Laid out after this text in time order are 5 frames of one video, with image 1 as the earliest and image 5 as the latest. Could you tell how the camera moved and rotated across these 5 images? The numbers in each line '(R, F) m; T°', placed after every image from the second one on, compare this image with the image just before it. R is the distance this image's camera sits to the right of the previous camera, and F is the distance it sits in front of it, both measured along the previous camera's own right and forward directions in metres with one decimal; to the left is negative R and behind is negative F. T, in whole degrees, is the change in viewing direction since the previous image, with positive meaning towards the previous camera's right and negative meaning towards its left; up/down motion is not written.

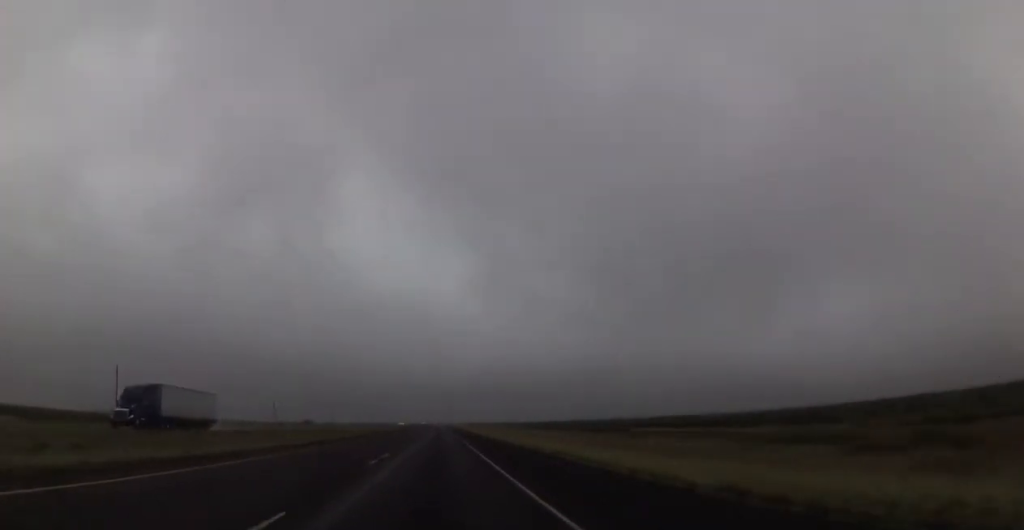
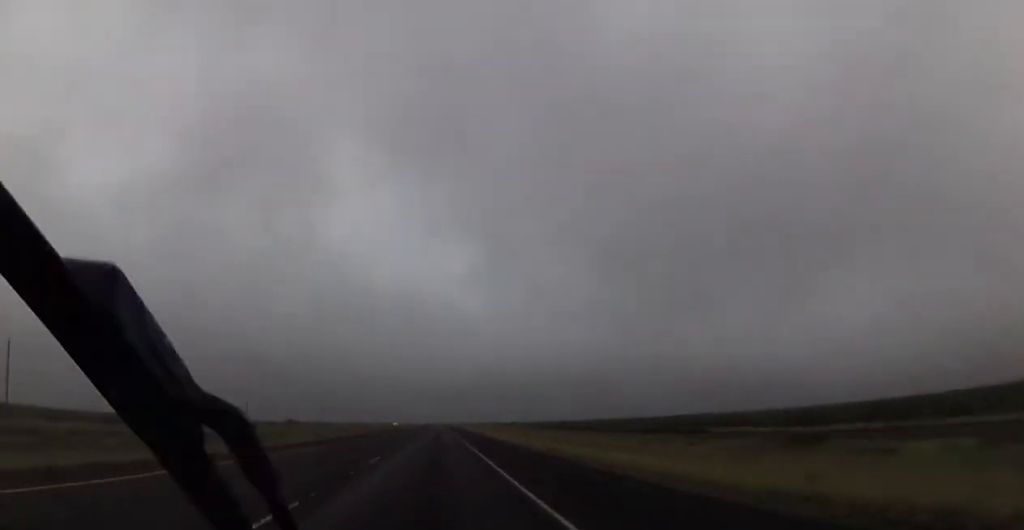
(-0.2, +35.9) m; 0°
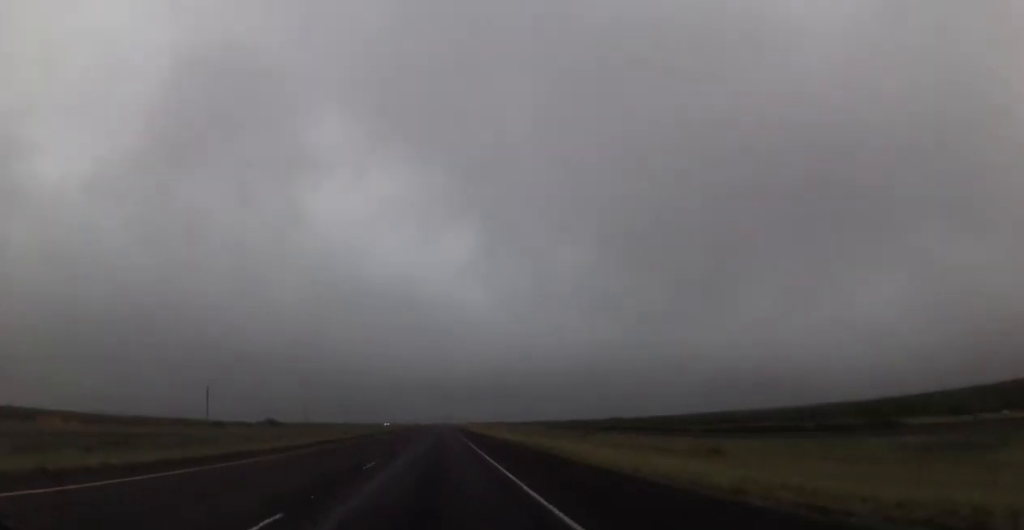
(+0.1, +38.3) m; 0°
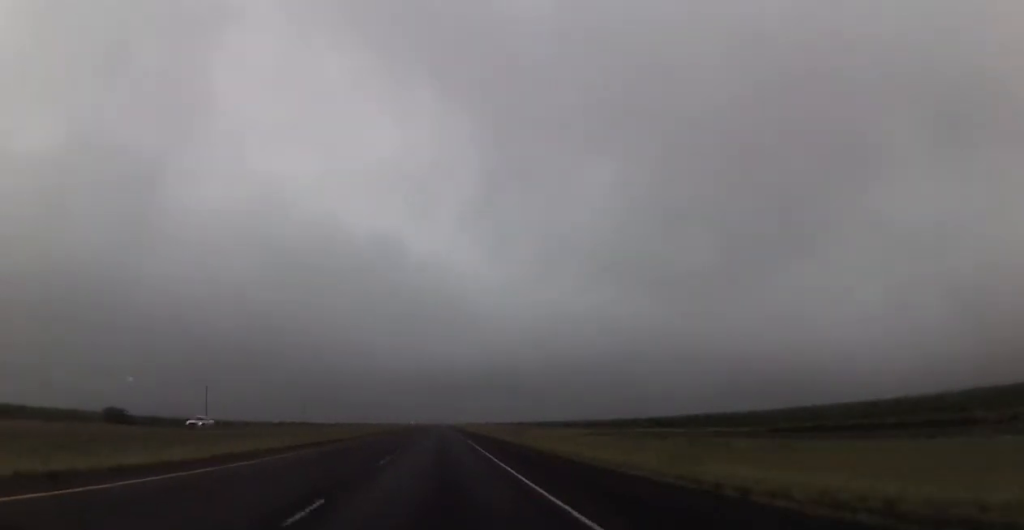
(-1.1, +121.2) m; 0°
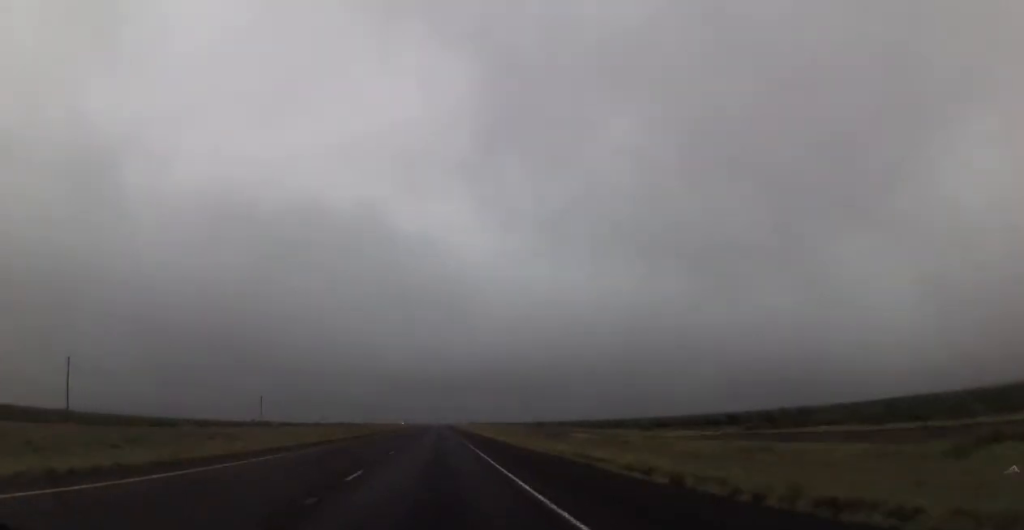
(-0.6, +66.9) m; 0°
